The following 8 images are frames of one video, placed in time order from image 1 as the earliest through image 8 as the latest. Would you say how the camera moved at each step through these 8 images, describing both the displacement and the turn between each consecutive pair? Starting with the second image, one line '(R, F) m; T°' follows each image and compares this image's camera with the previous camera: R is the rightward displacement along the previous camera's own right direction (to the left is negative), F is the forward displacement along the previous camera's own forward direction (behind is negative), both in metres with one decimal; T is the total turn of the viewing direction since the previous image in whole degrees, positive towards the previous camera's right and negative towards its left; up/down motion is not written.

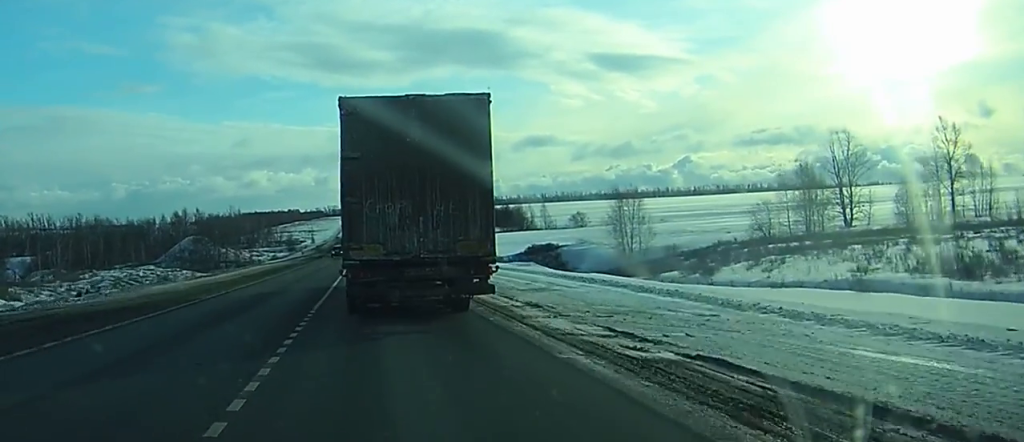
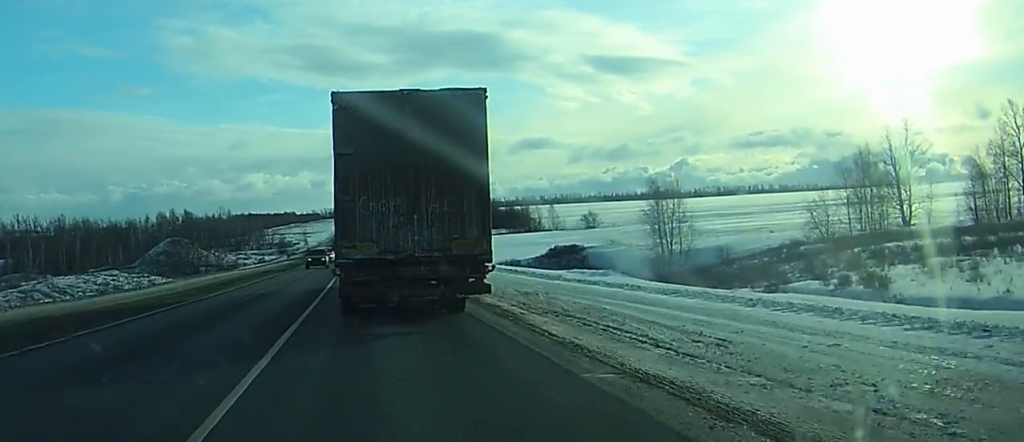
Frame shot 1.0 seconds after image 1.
(+0.1, +19.5) m; 0°
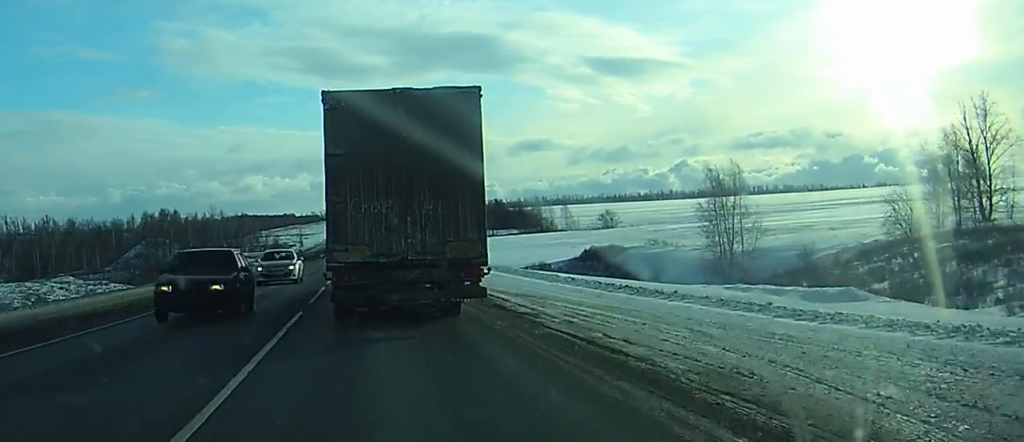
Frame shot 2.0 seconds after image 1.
(+0.1, +20.2) m; 0°
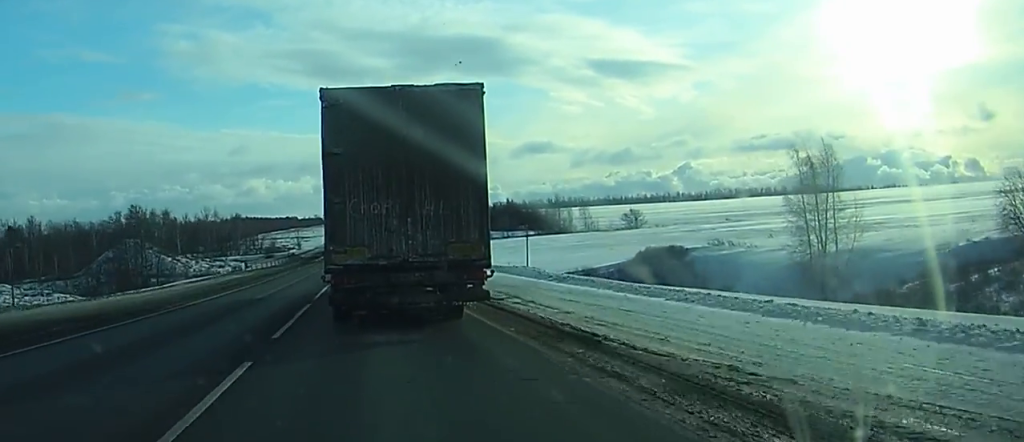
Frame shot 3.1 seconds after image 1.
(0.0, +20.4) m; 0°
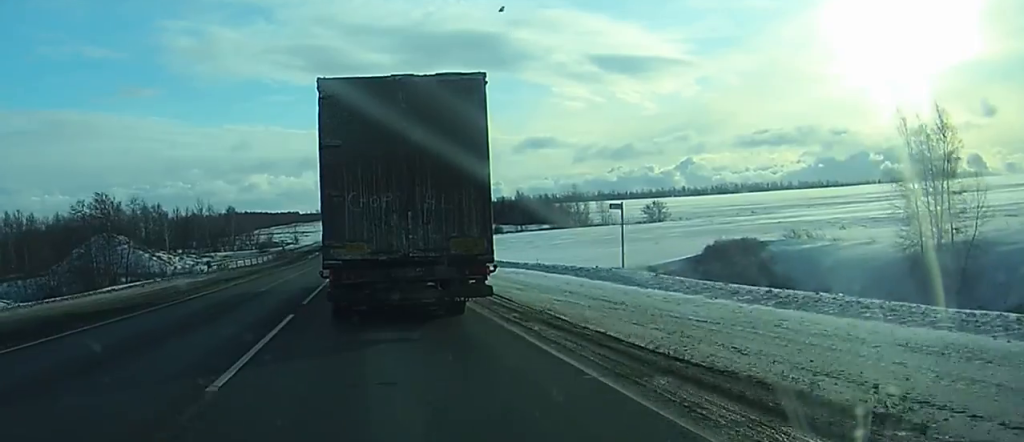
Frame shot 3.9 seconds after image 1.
(0.0, +17.2) m; 0°
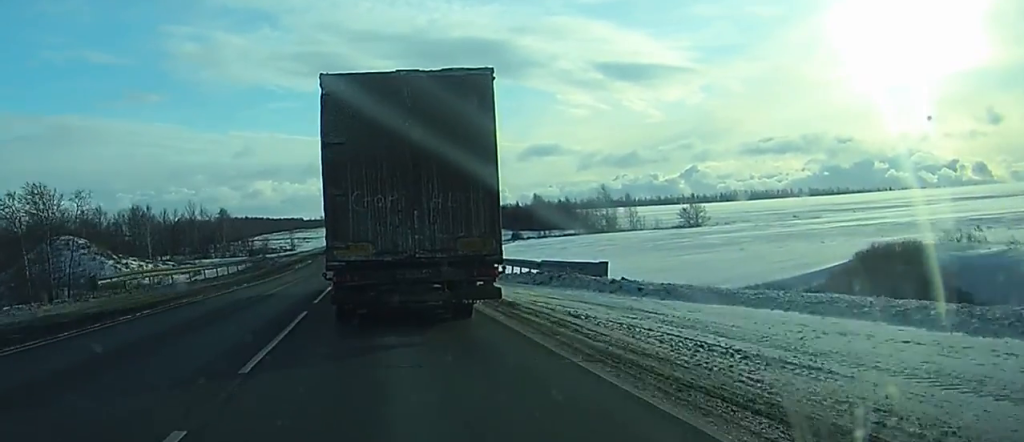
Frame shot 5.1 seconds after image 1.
(0.0, +22.8) m; 0°
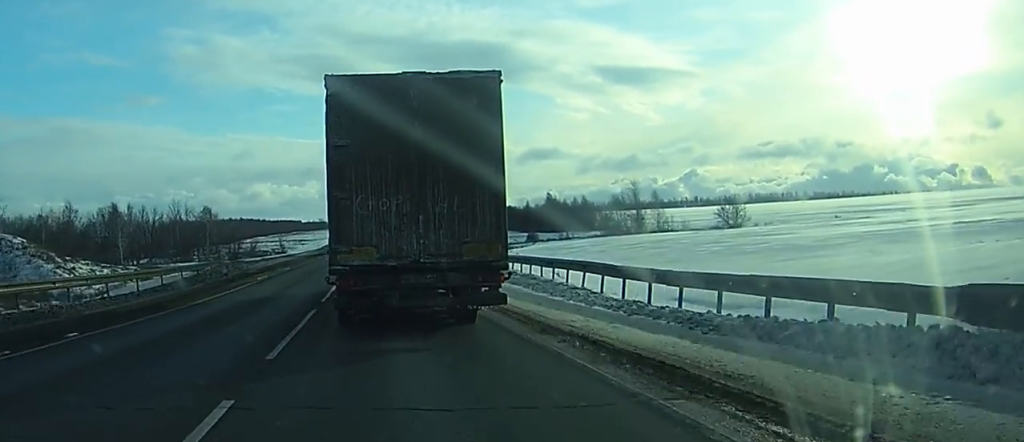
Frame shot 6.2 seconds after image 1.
(0.0, +22.9) m; 0°
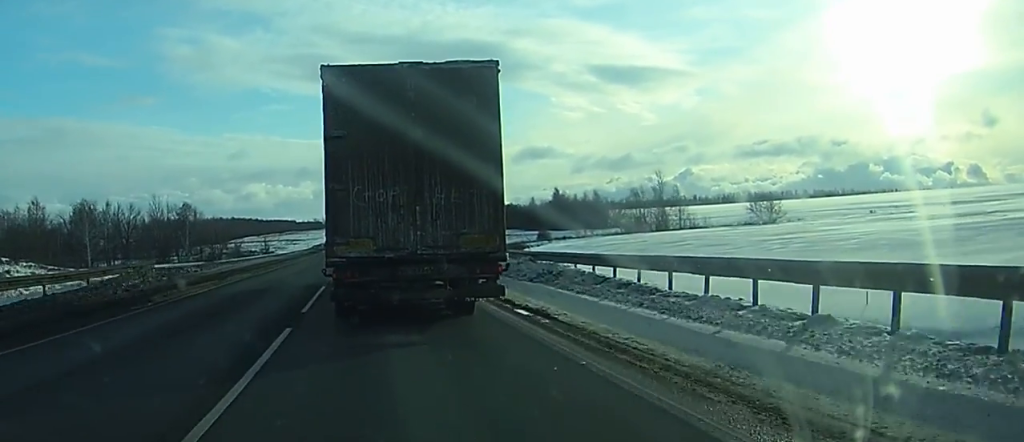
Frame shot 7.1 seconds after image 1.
(-0.1, +18.2) m; 0°
